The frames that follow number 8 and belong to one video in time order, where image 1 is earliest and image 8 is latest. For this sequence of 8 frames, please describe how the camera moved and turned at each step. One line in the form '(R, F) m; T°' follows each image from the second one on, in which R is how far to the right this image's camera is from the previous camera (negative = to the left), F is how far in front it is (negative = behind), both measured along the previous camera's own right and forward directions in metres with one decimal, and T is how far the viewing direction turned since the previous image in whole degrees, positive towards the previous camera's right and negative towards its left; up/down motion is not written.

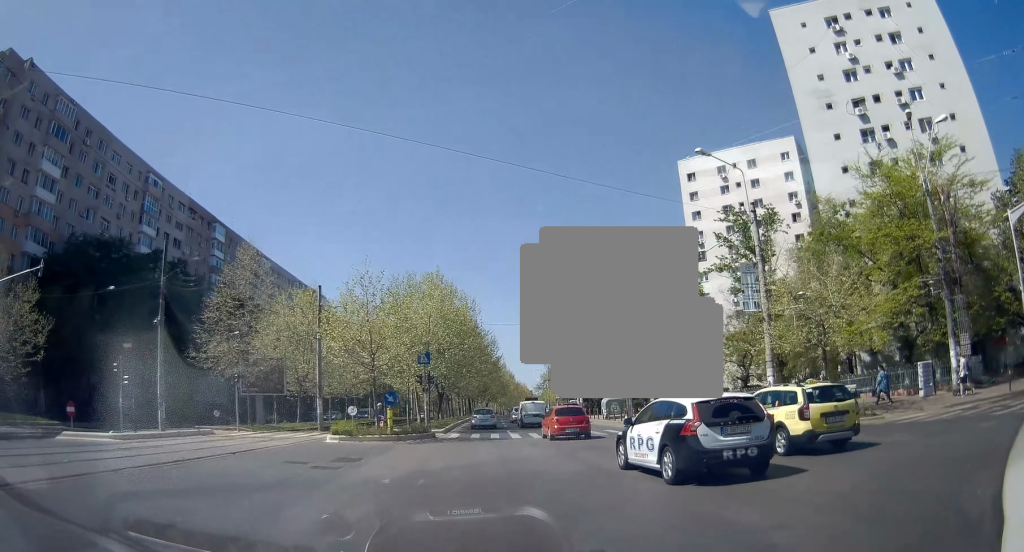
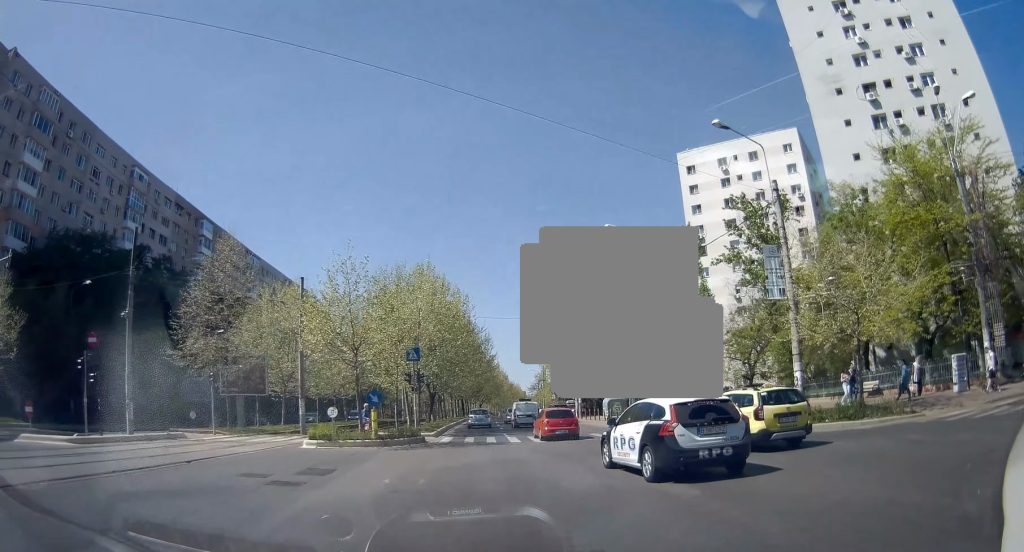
(-0.2, +2.6) m; 0°
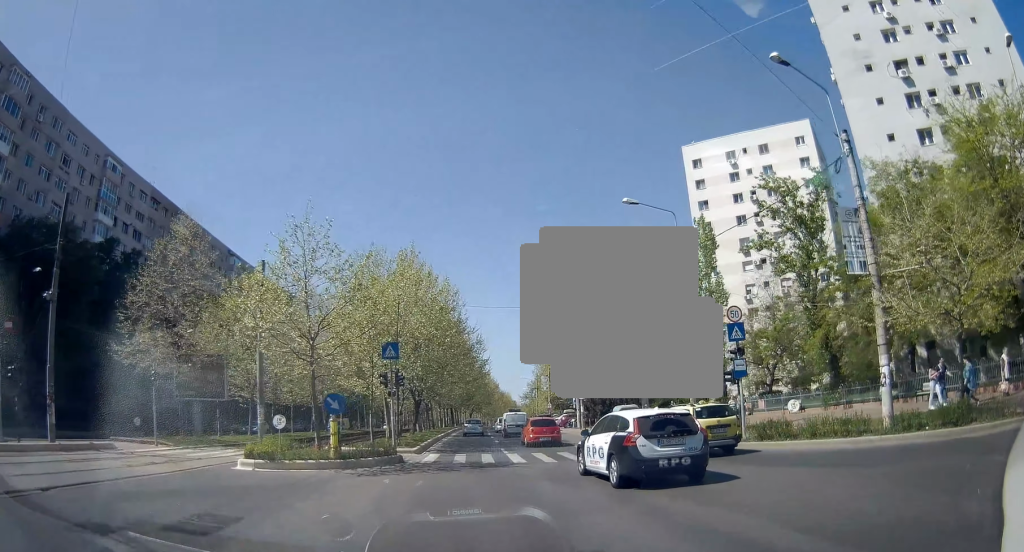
(-0.1, +5.4) m; +1°
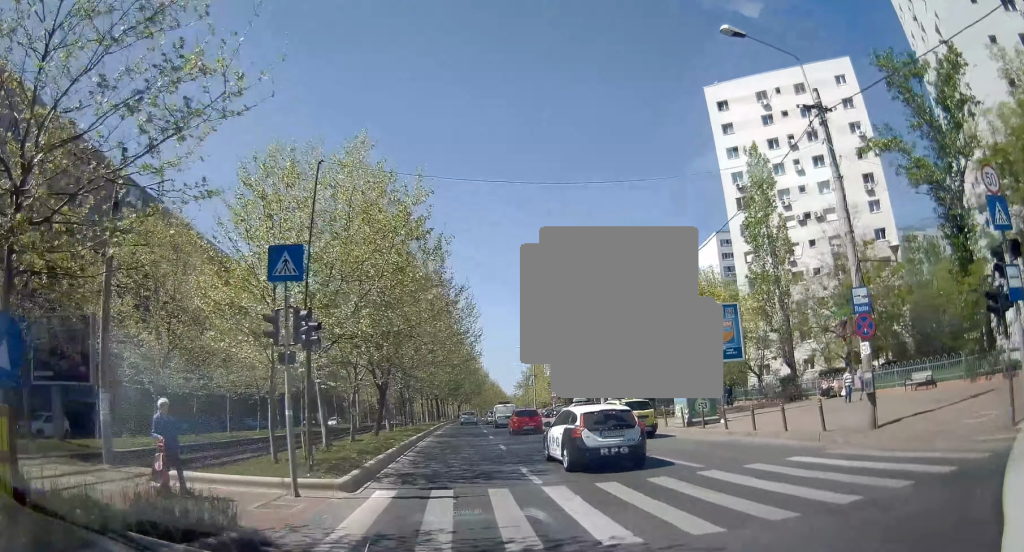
(+0.6, +12.2) m; +5°
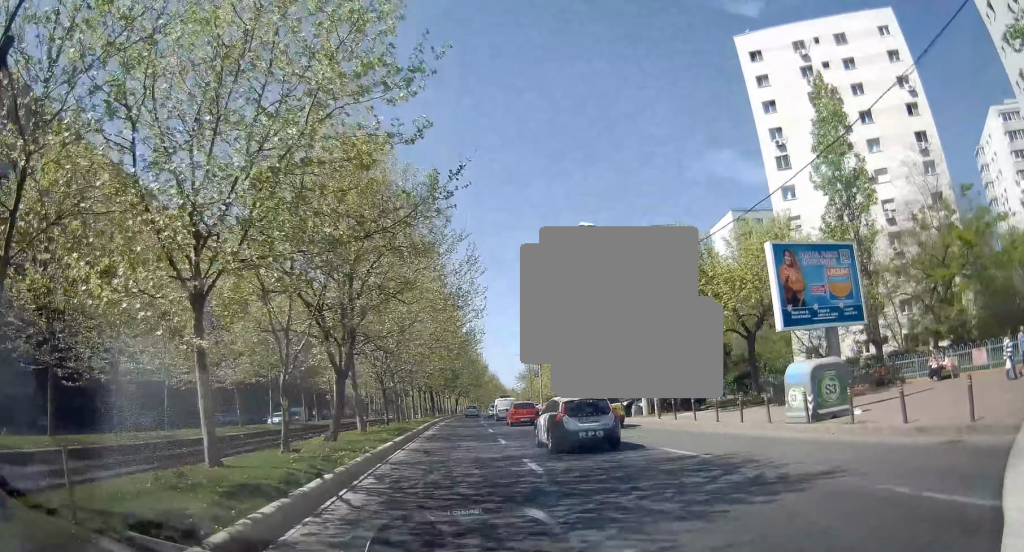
(+0.4, +9.5) m; +2°
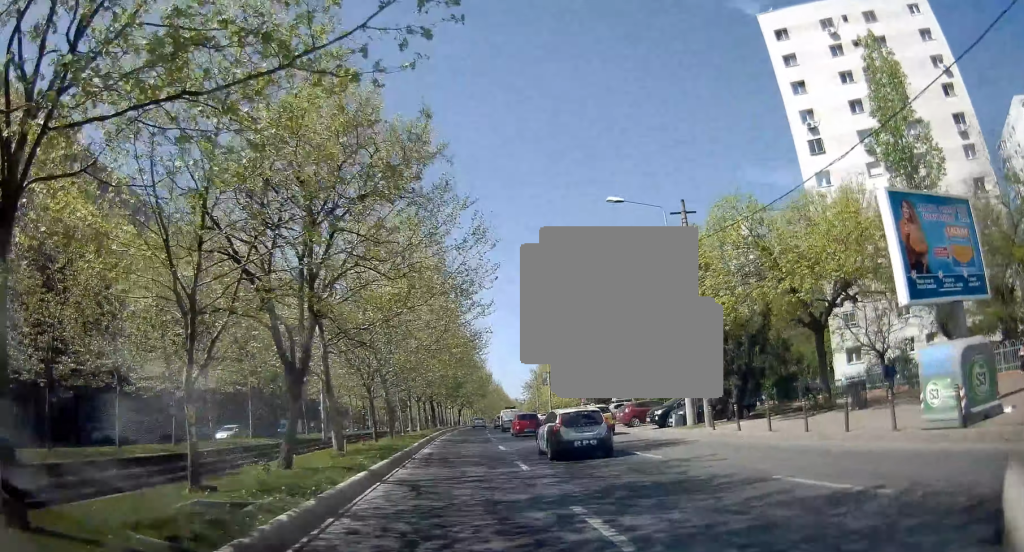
(0.0, +5.8) m; 0°
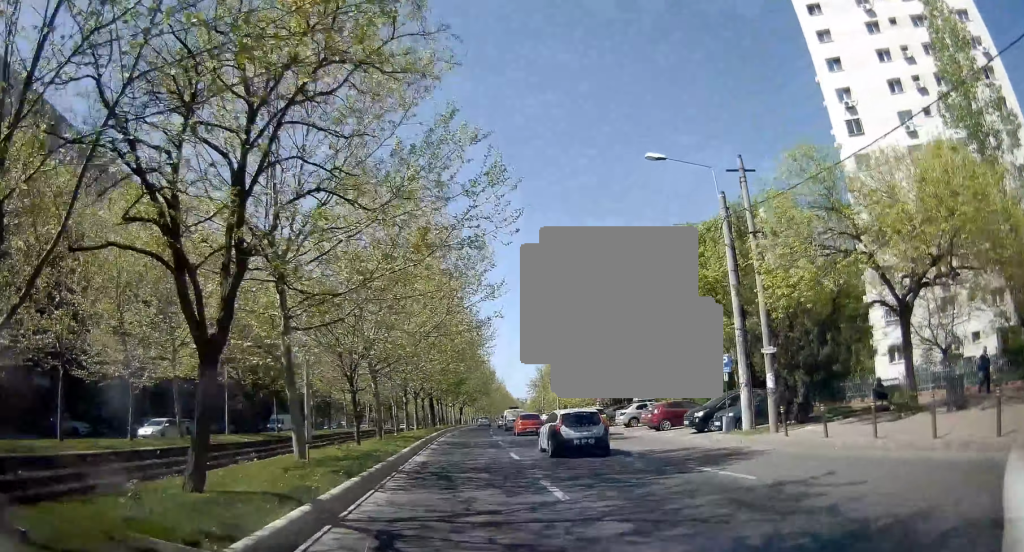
(0.0, +5.0) m; 0°
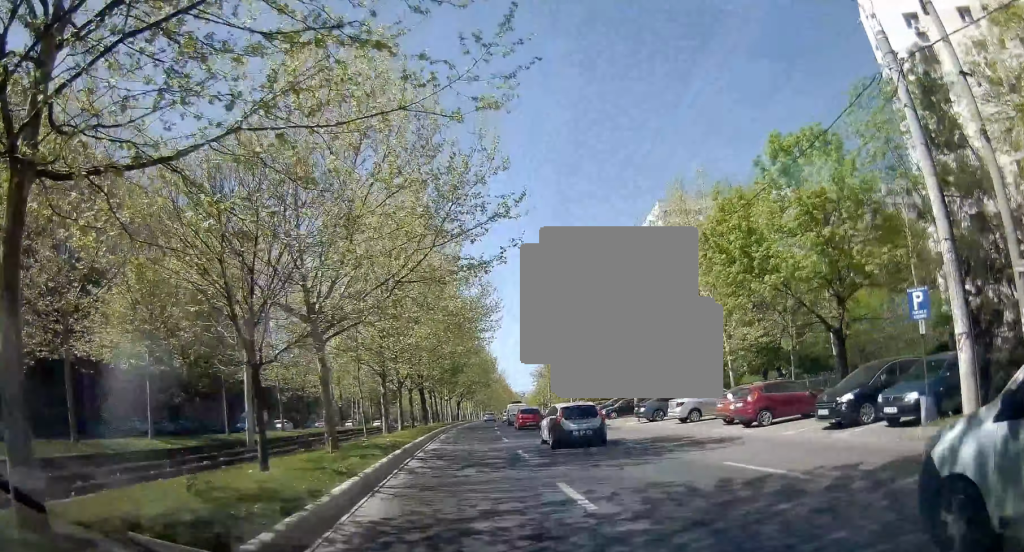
(0.0, +9.9) m; -3°
